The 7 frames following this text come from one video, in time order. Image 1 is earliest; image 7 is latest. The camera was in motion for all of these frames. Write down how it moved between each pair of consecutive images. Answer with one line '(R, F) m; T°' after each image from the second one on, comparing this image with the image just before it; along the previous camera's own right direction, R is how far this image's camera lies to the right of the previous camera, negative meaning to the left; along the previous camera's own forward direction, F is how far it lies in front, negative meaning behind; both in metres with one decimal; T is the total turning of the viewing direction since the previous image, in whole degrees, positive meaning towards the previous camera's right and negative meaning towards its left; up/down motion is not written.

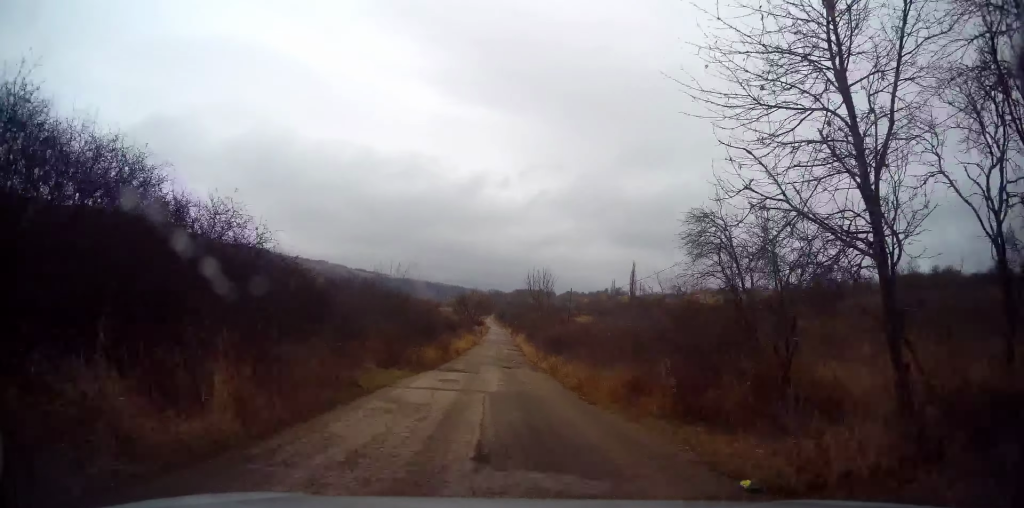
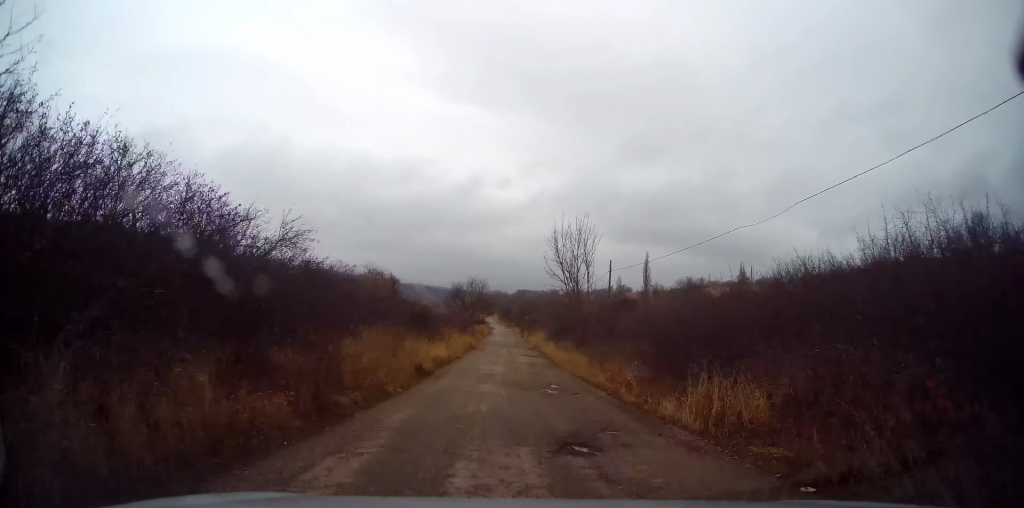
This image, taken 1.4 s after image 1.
(0.0, +21.4) m; -1°
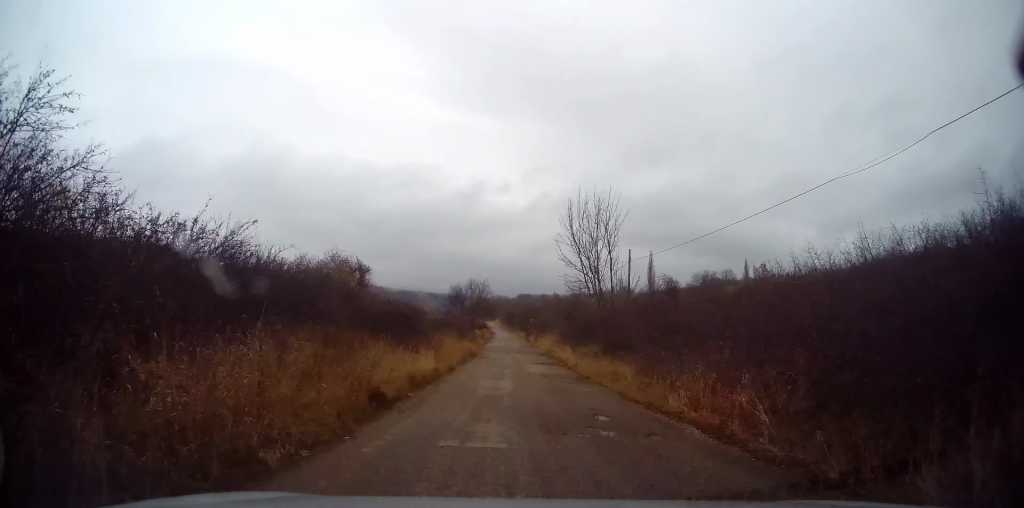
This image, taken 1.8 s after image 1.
(-0.1, +6.3) m; 0°
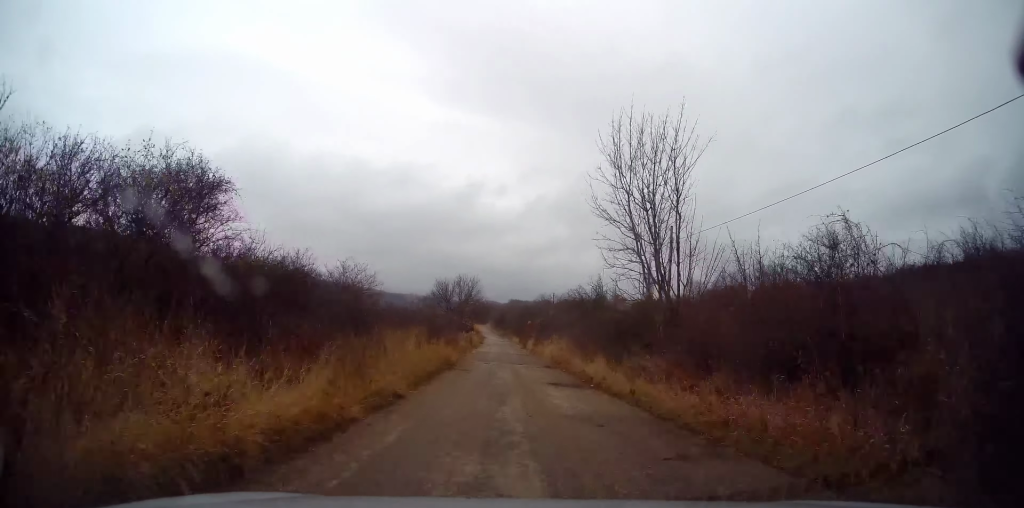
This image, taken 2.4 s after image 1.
(0.0, +10.5) m; 0°
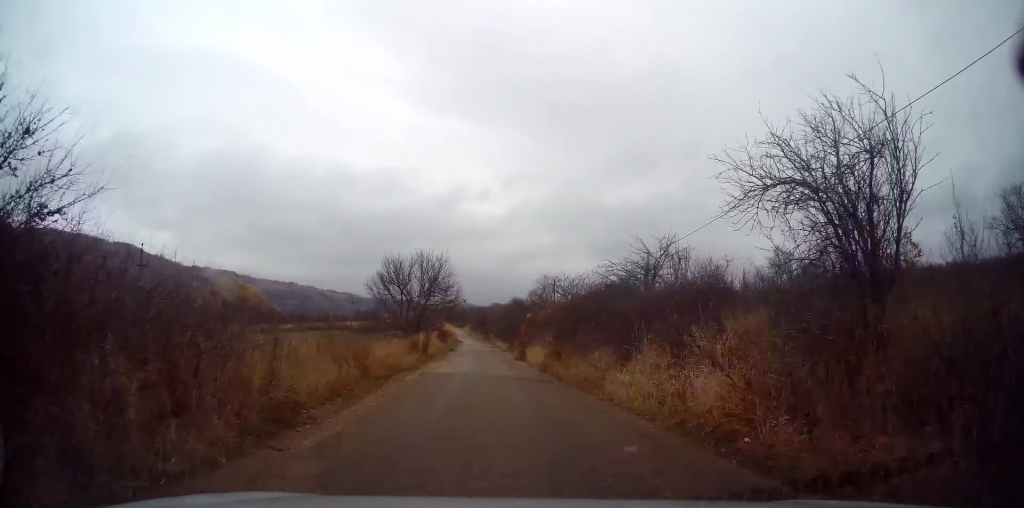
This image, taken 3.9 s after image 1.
(+0.2, +23.5) m; +2°
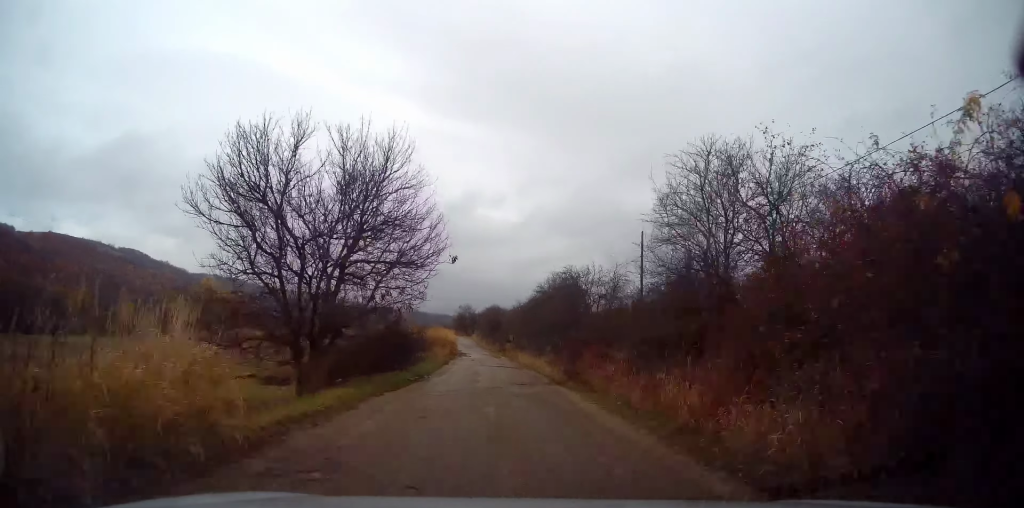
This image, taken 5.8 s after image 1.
(+0.5, +30.9) m; 0°
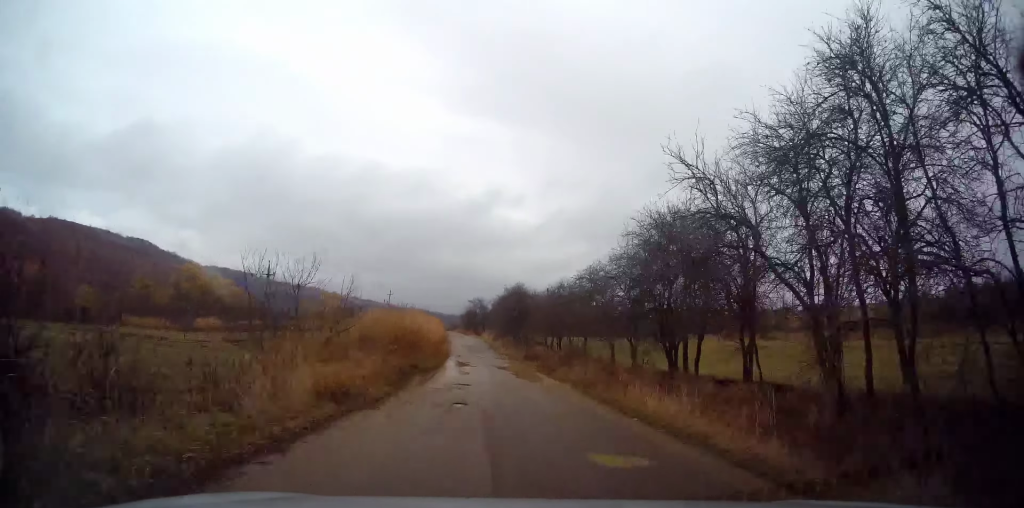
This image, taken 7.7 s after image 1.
(-1.2, +29.6) m; -3°
